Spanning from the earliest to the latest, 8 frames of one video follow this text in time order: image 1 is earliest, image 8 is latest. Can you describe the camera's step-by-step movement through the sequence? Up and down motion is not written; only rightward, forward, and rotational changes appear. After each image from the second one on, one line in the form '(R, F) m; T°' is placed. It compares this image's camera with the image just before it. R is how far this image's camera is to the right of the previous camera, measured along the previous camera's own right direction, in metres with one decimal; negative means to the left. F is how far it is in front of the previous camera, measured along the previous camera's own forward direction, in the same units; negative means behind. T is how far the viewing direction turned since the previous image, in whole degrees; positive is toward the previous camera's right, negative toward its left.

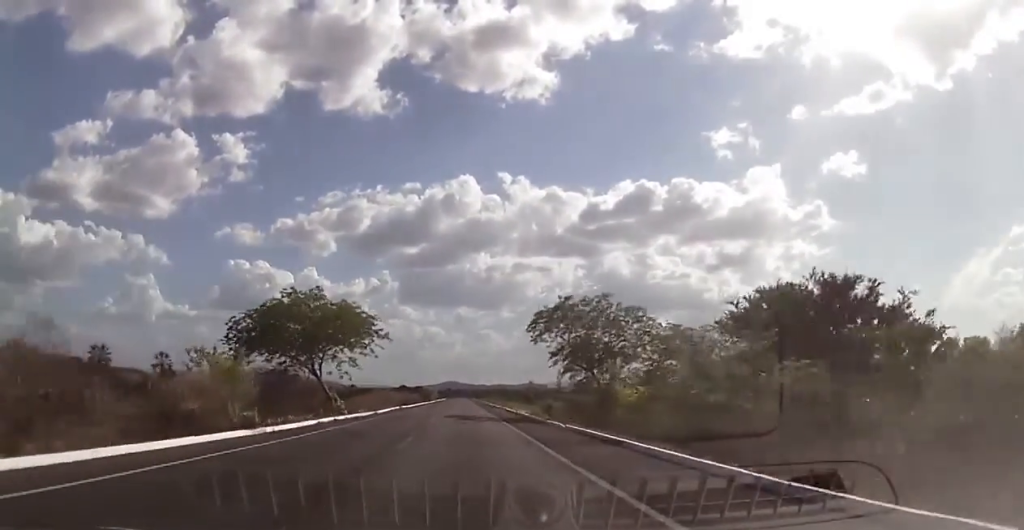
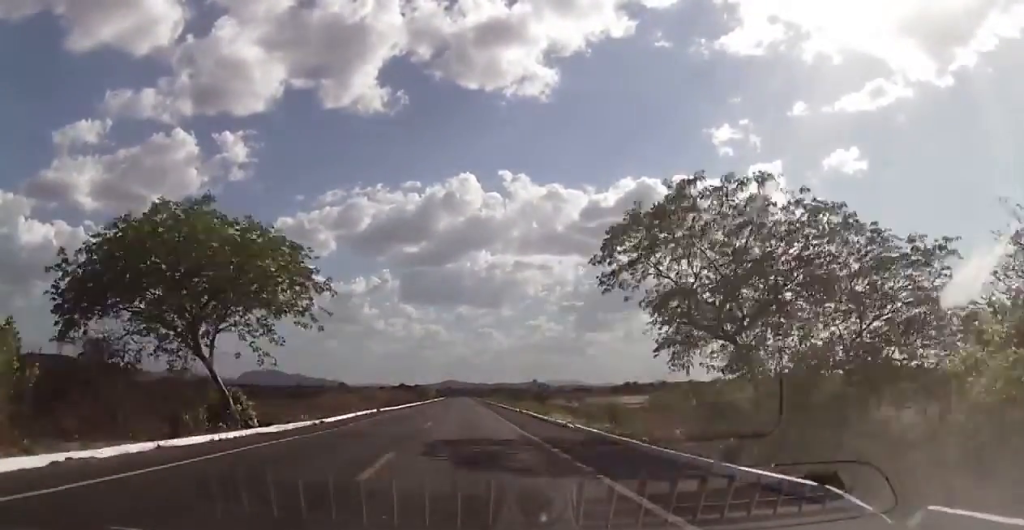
(+0.3, +23.3) m; 0°
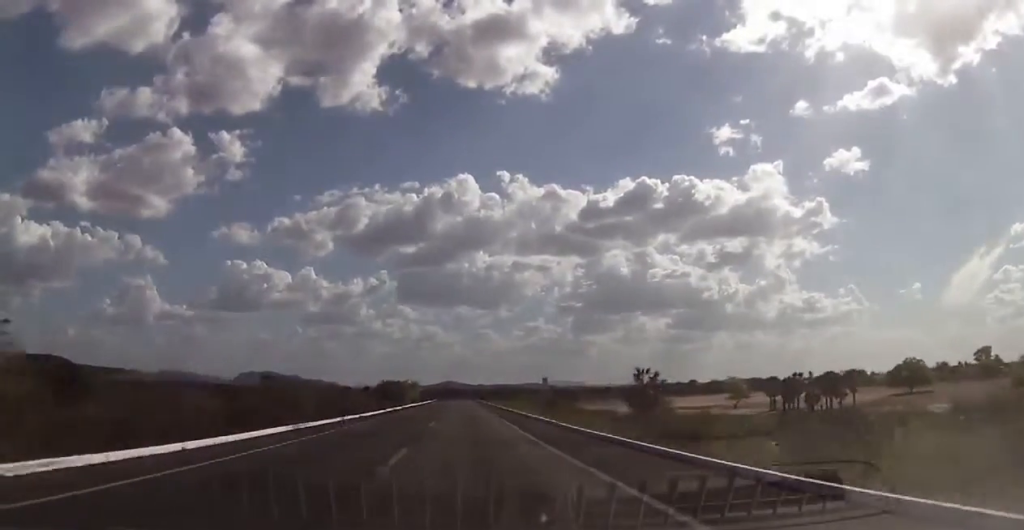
(-1.0, +77.9) m; 0°
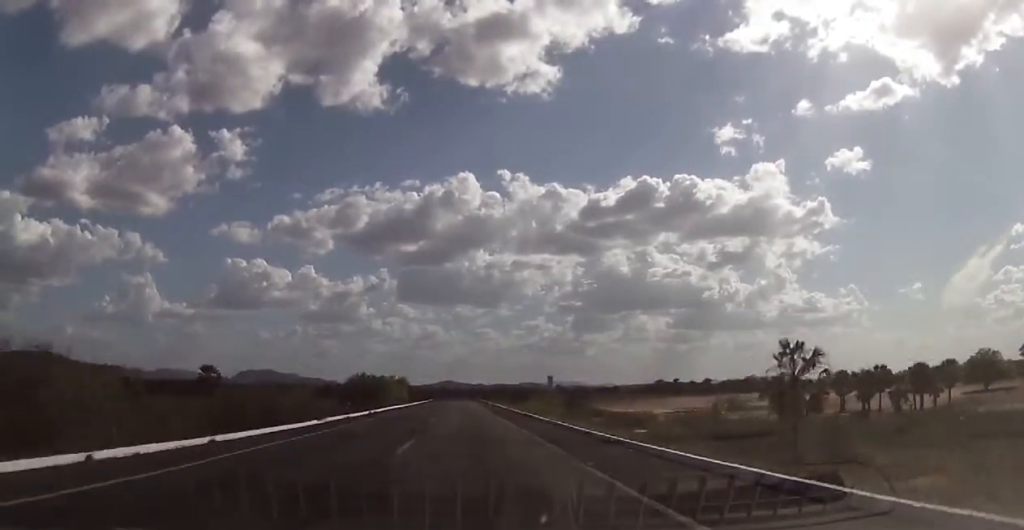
(+0.3, +28.7) m; 0°
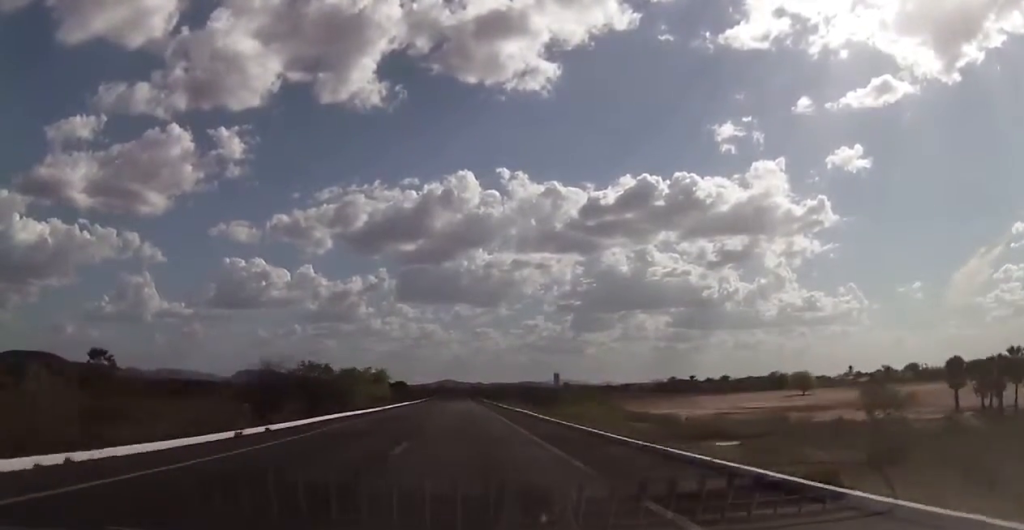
(-0.1, +31.5) m; 0°
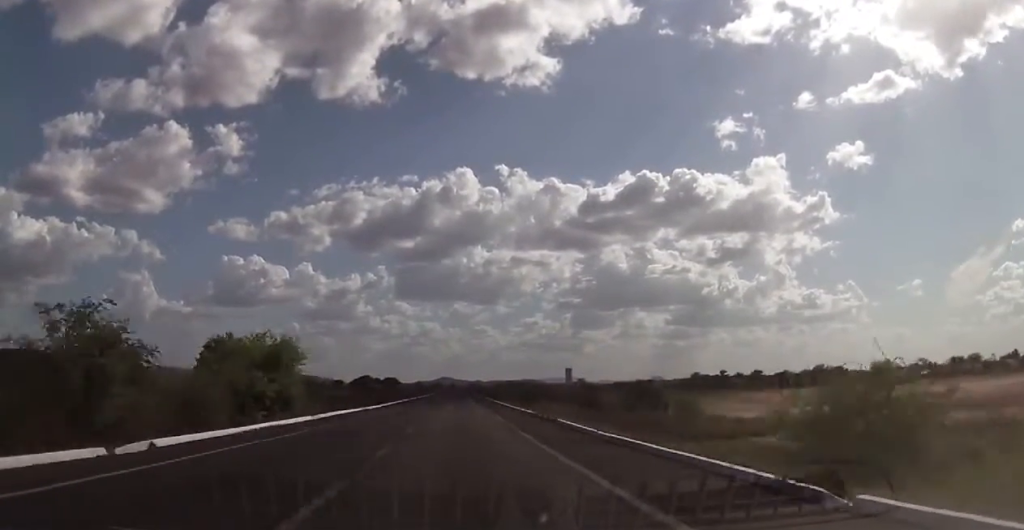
(+0.1, +48.7) m; +1°
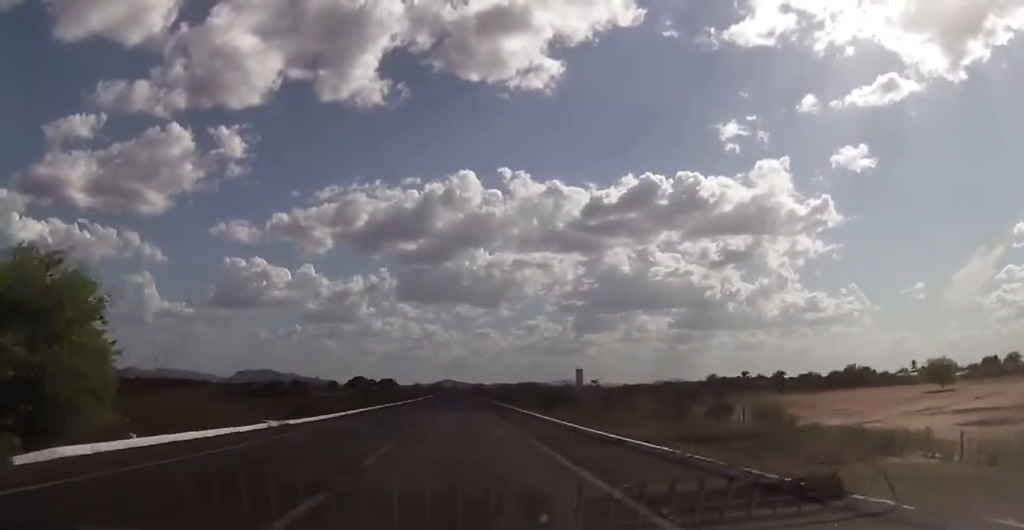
(+0.1, +25.1) m; 0°
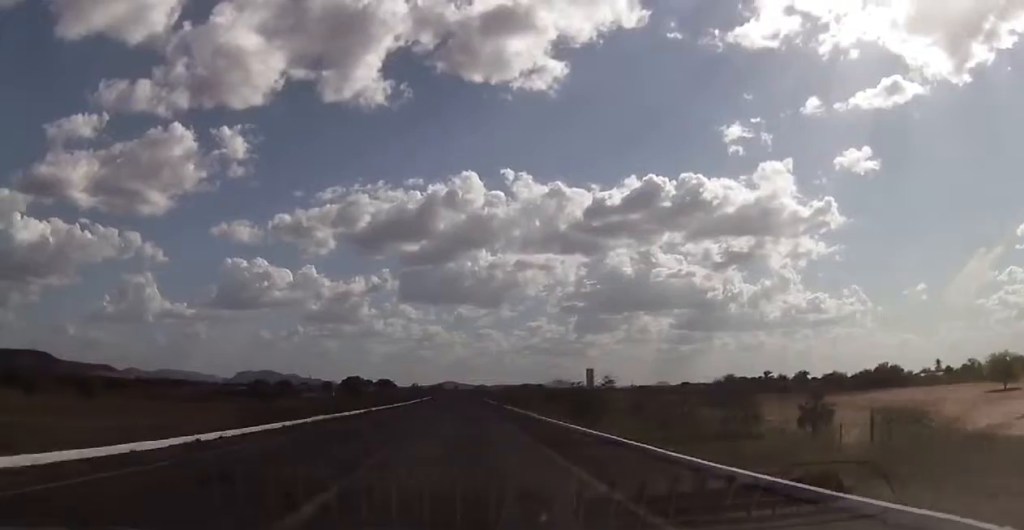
(-0.1, +22.5) m; 0°
